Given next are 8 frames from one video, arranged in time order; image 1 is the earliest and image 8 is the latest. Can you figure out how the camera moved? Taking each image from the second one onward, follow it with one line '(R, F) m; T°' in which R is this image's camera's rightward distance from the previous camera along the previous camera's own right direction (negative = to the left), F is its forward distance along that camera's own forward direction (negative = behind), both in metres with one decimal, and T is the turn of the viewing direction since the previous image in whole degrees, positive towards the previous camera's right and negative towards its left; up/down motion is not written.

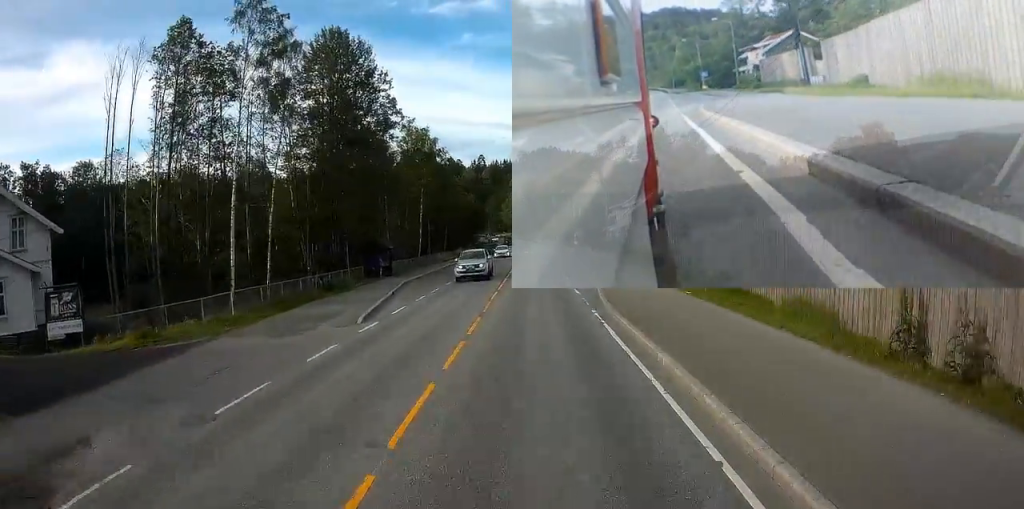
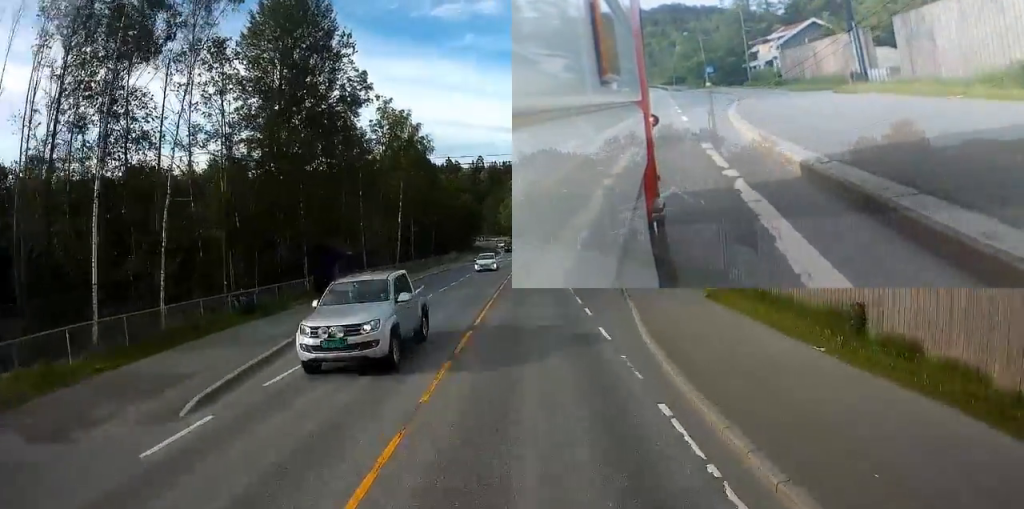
(+0.1, +9.9) m; +1°
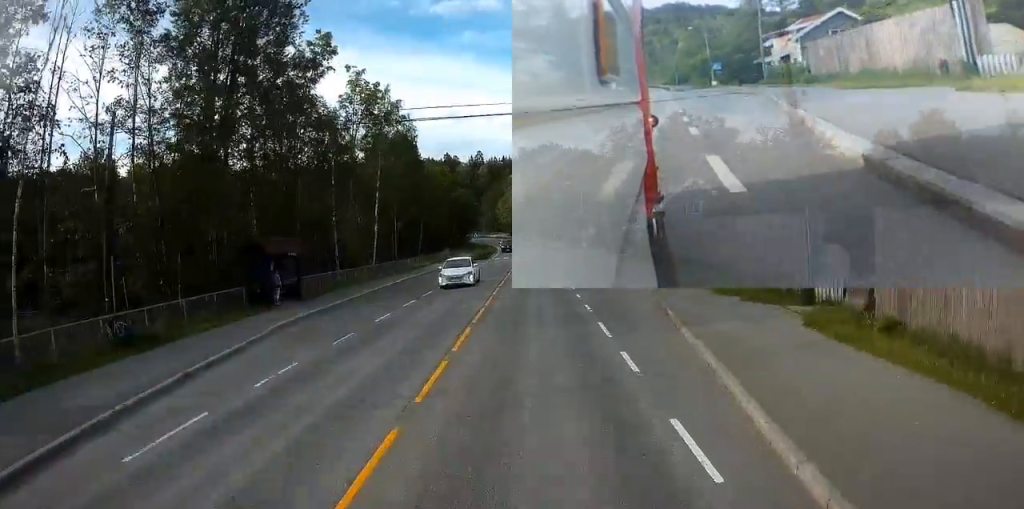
(+0.1, +8.3) m; 0°
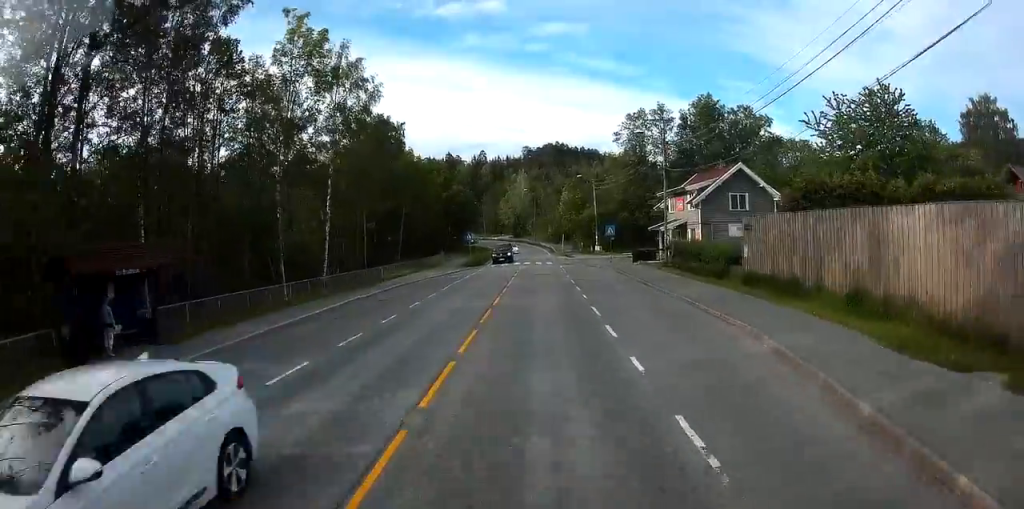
(-0.1, +12.2) m; -1°
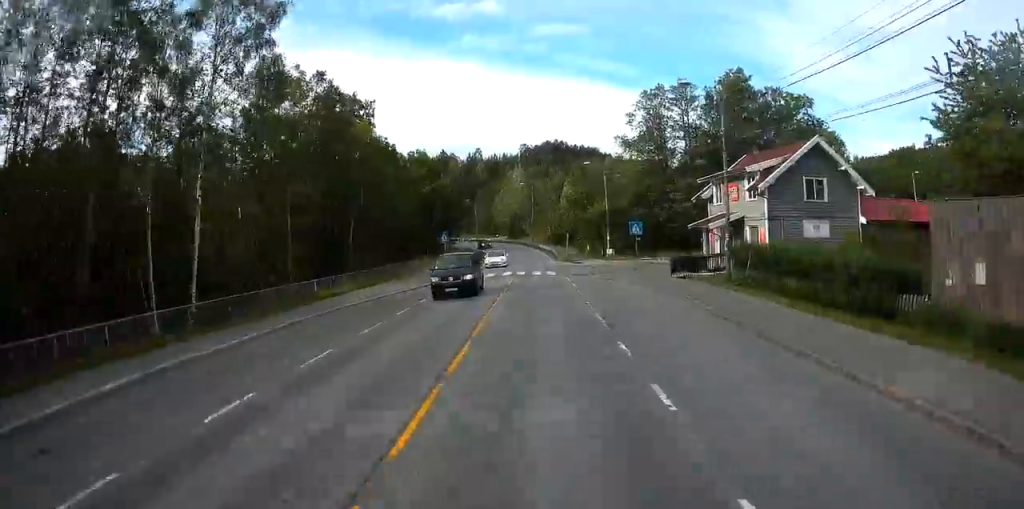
(-0.2, +14.2) m; -1°
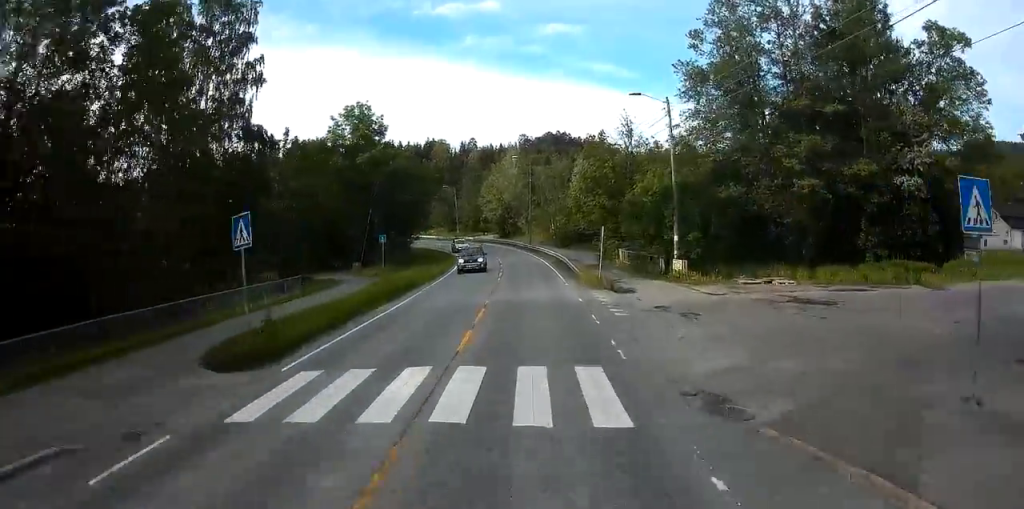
(0.0, +29.9) m; +1°
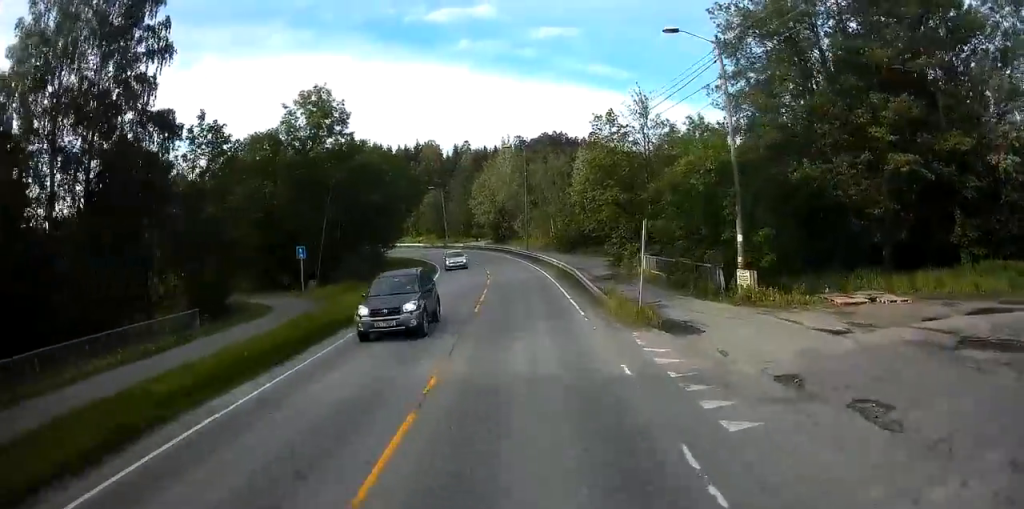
(0.0, +10.4) m; 0°
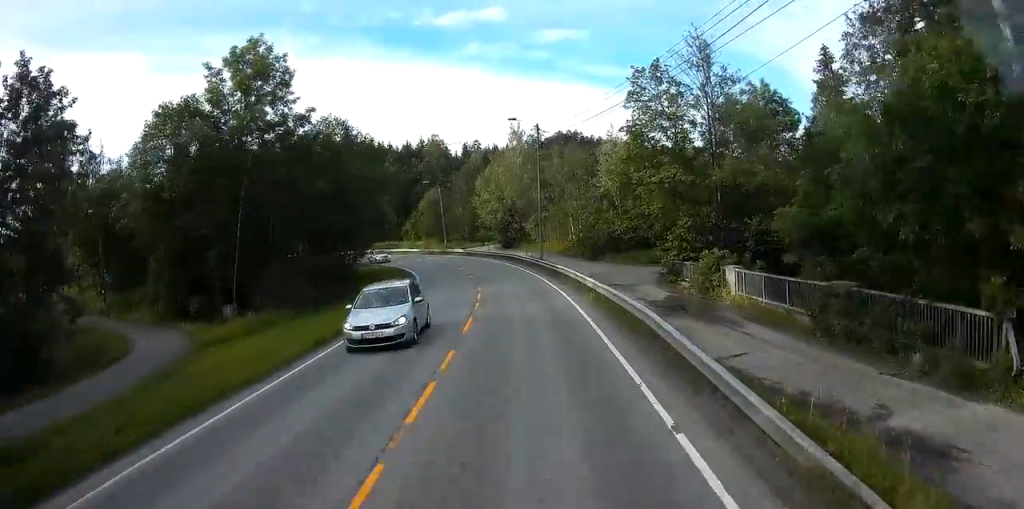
(-0.1, +14.2) m; -1°
